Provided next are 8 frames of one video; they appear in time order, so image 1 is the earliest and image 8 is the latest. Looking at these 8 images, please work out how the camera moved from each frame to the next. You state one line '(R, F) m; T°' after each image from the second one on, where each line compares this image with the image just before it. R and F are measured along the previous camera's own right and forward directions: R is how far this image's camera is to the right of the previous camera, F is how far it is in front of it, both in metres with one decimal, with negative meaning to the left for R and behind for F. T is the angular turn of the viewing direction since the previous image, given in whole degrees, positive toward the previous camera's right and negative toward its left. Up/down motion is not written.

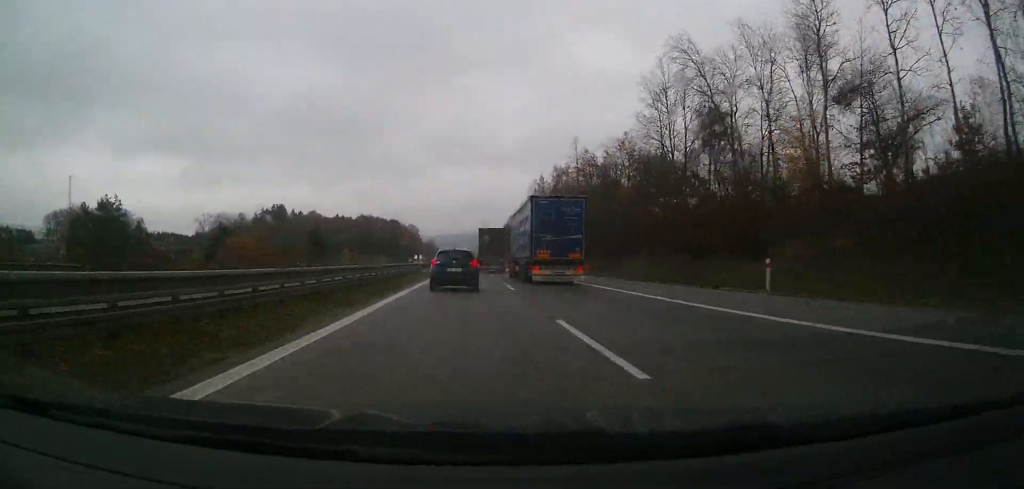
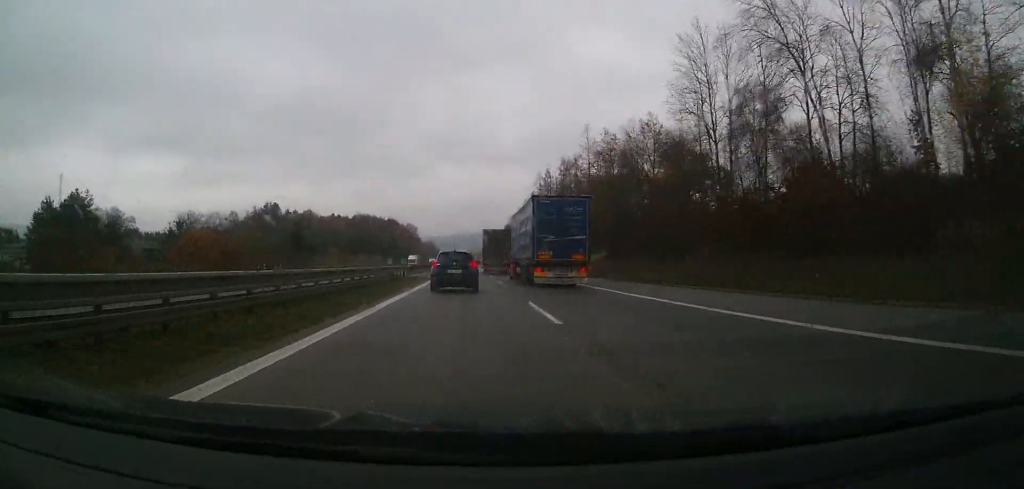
(-0.3, +12.1) m; -1°
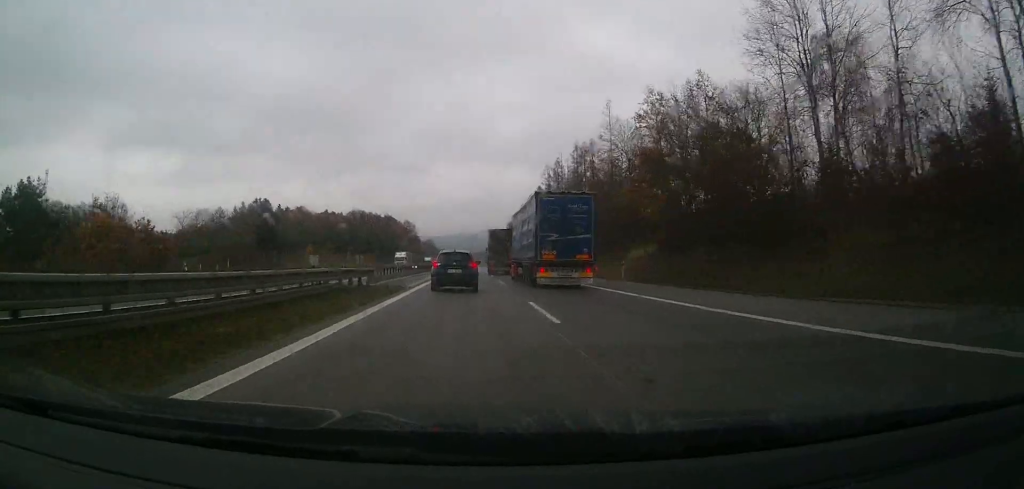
(+0.2, +17.5) m; +1°
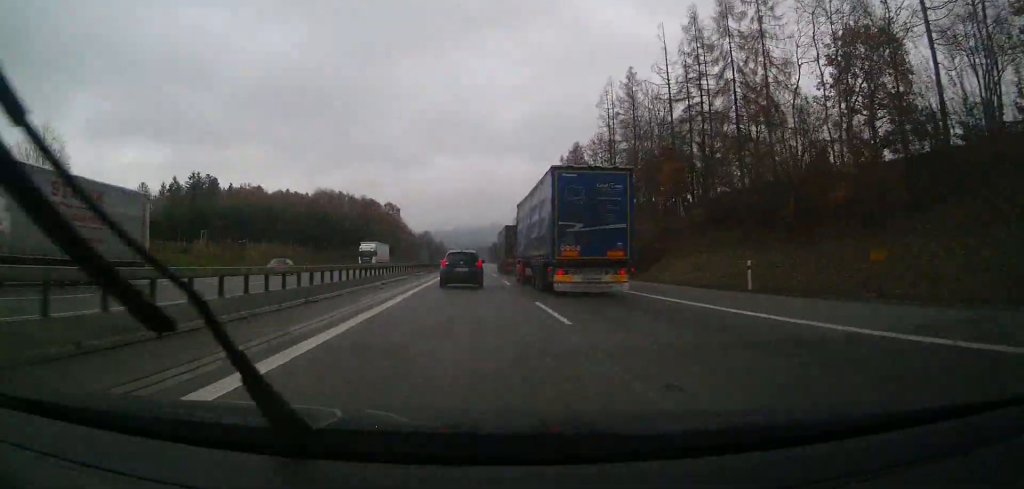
(+0.3, +70.0) m; -1°
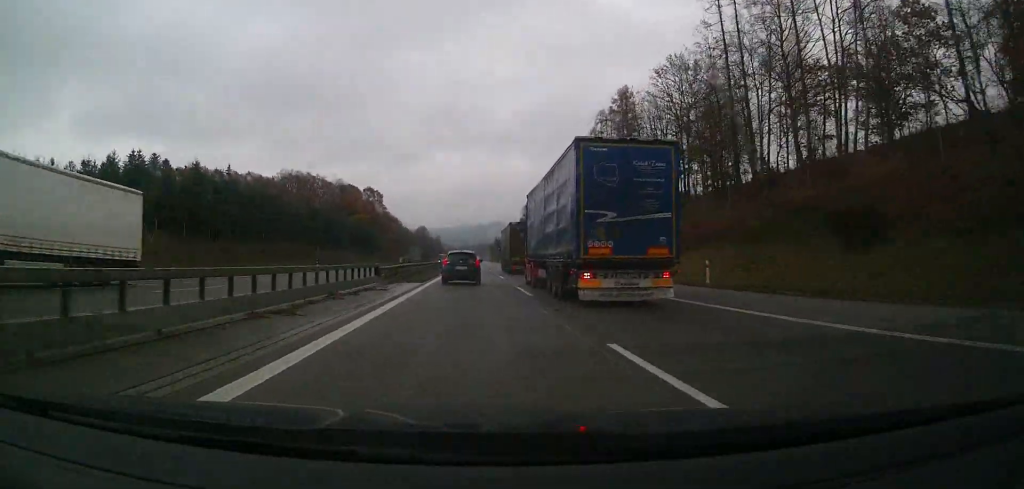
(+0.2, +44.2) m; +1°
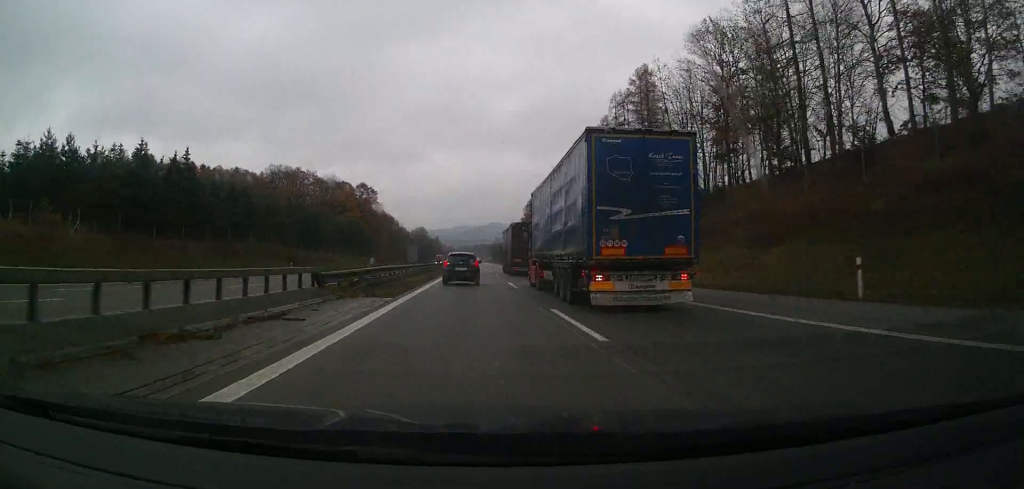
(+0.1, +11.2) m; 0°
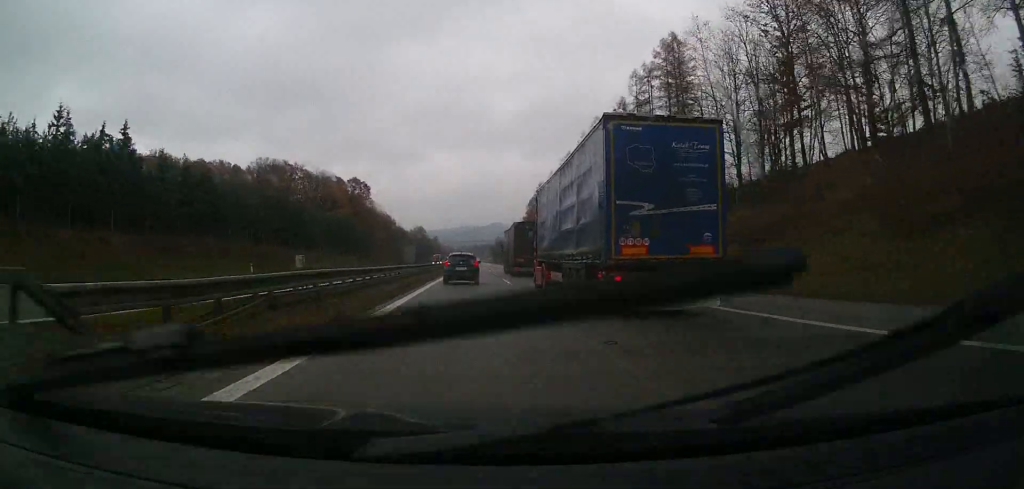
(+0.1, +12.2) m; 0°
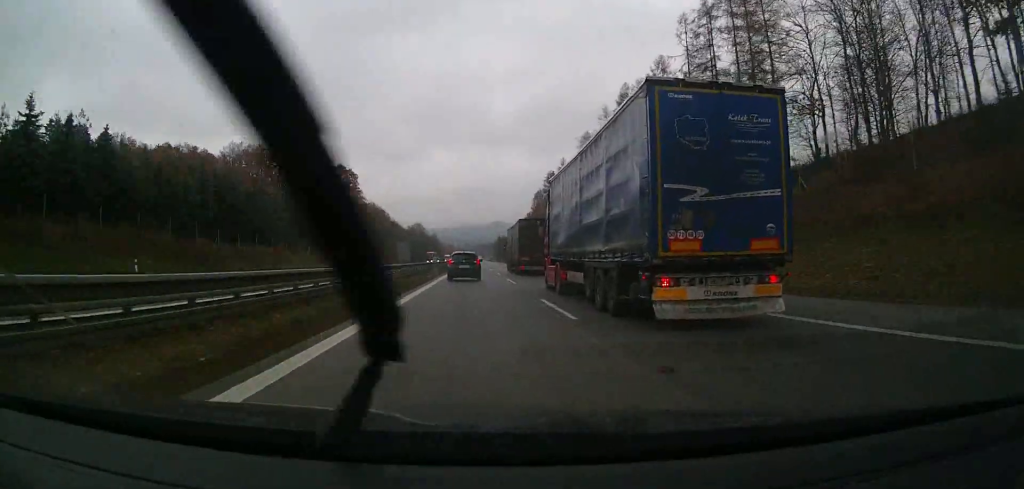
(0.0, +19.8) m; 0°
